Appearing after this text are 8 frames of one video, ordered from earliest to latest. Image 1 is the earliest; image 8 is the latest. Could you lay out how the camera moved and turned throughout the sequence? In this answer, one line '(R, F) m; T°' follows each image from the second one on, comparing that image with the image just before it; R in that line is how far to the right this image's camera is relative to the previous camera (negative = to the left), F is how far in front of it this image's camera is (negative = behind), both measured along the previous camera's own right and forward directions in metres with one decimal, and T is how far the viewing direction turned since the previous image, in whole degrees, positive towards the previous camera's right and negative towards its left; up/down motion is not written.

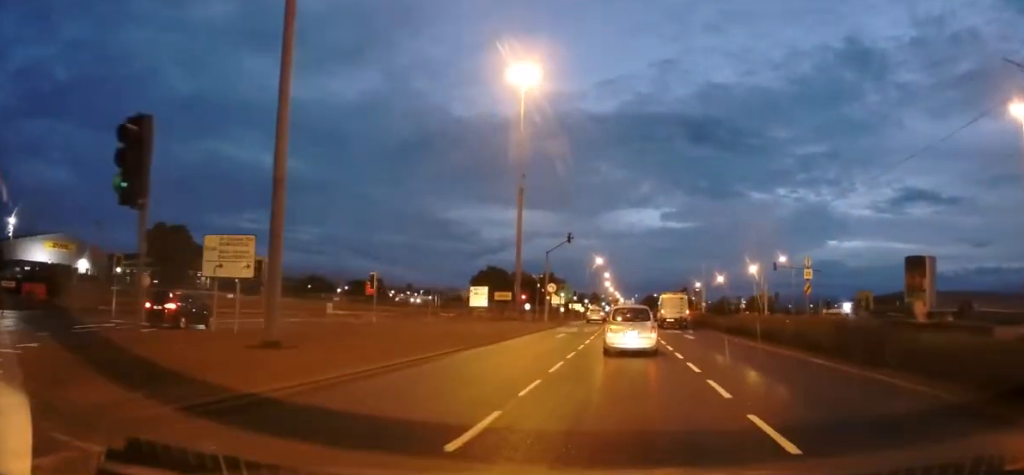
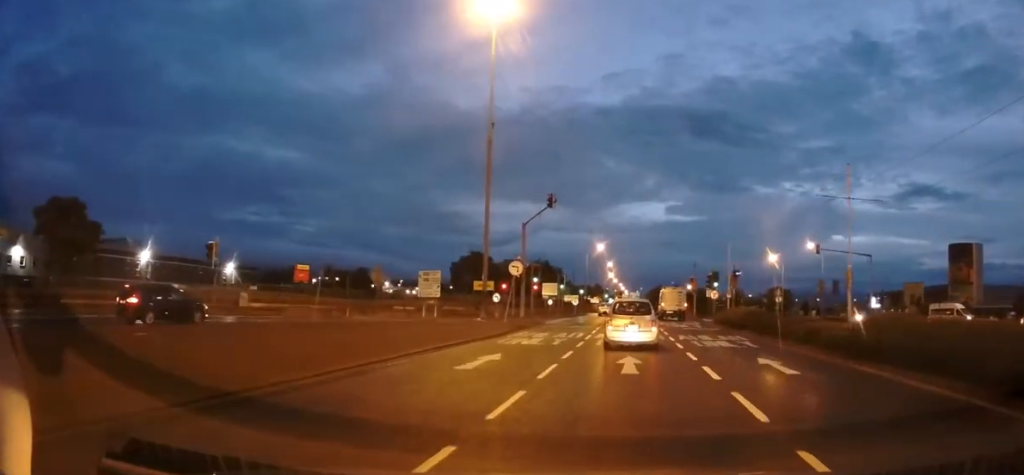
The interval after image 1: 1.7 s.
(-0.6, +17.6) m; -3°
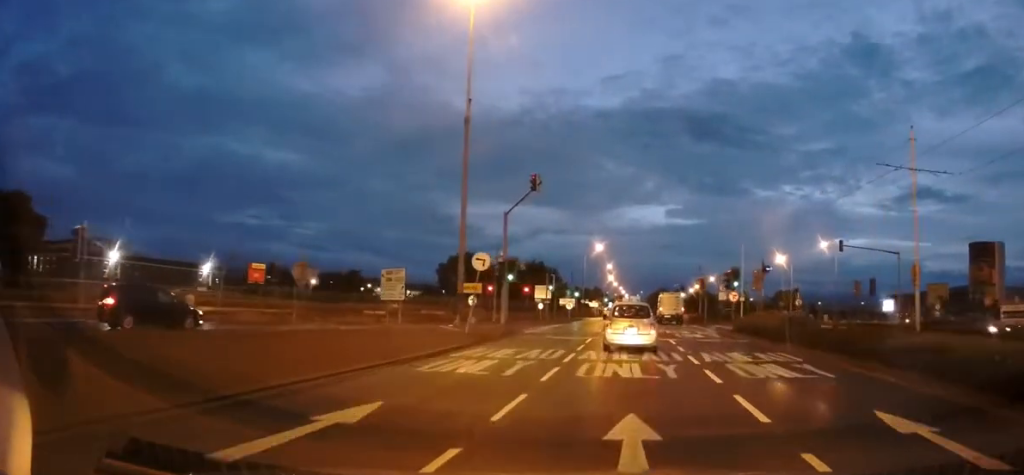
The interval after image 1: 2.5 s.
(0.0, +7.7) m; +1°
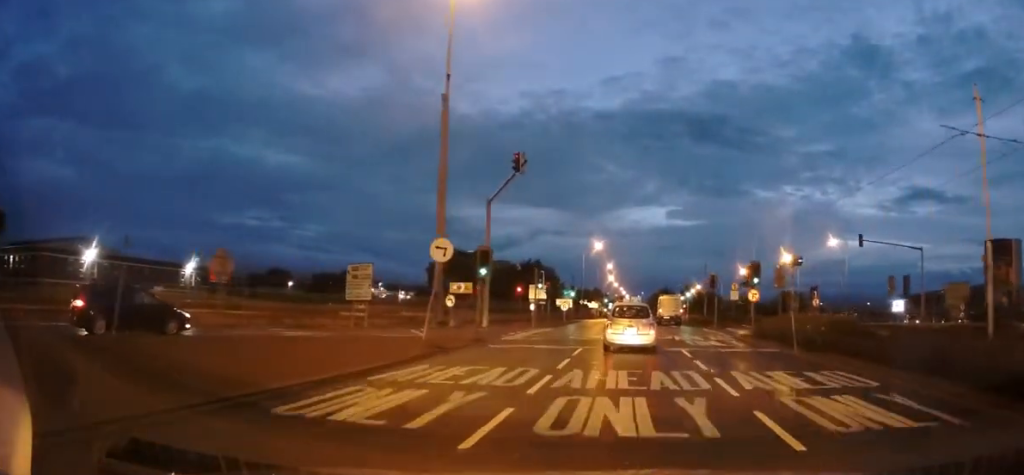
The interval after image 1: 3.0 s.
(+0.1, +5.5) m; 0°
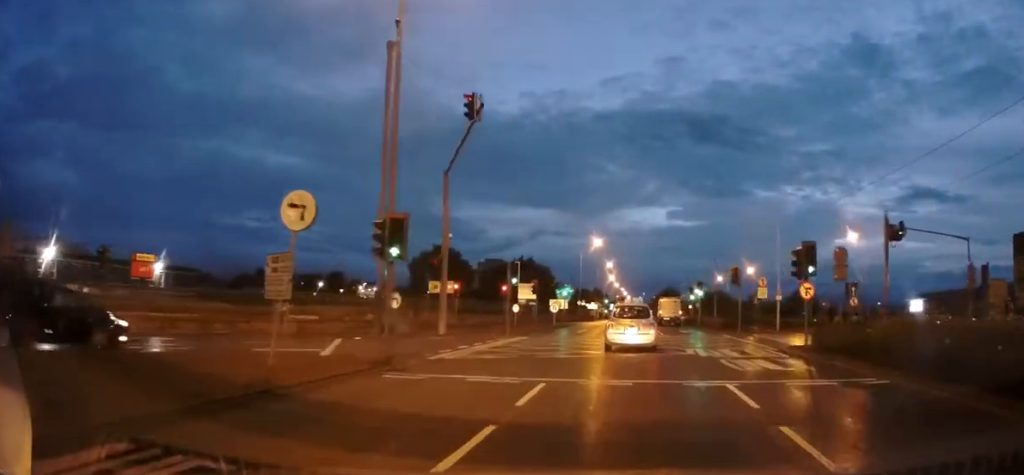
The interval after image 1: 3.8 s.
(0.0, +9.0) m; 0°
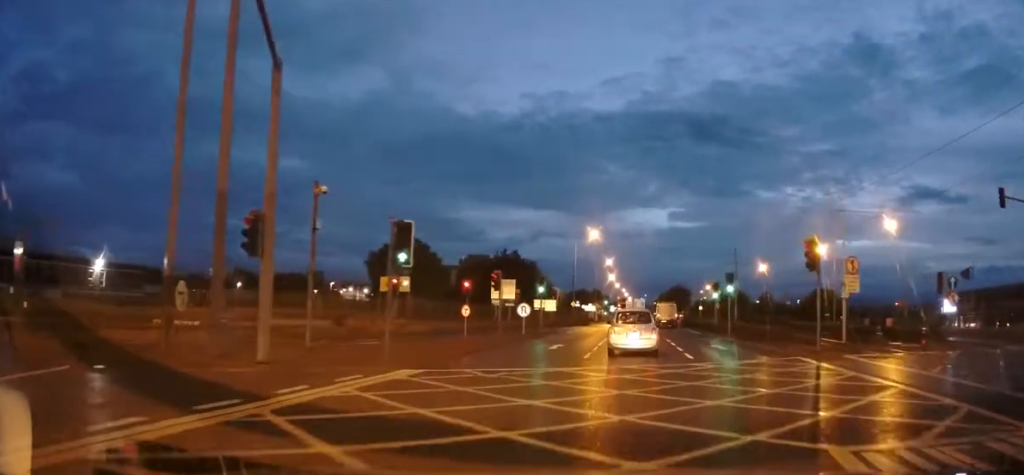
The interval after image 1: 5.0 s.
(+0.1, +14.7) m; +1°
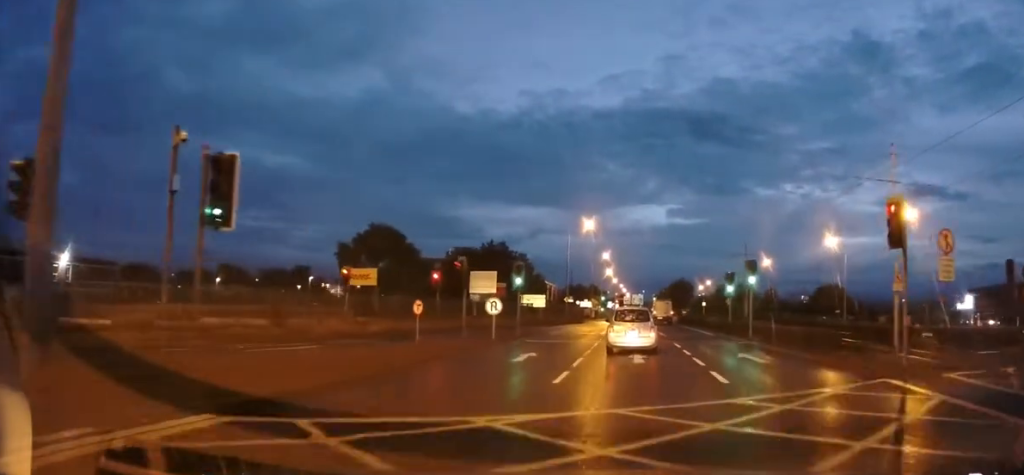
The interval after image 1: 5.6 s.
(+0.1, +6.9) m; 0°
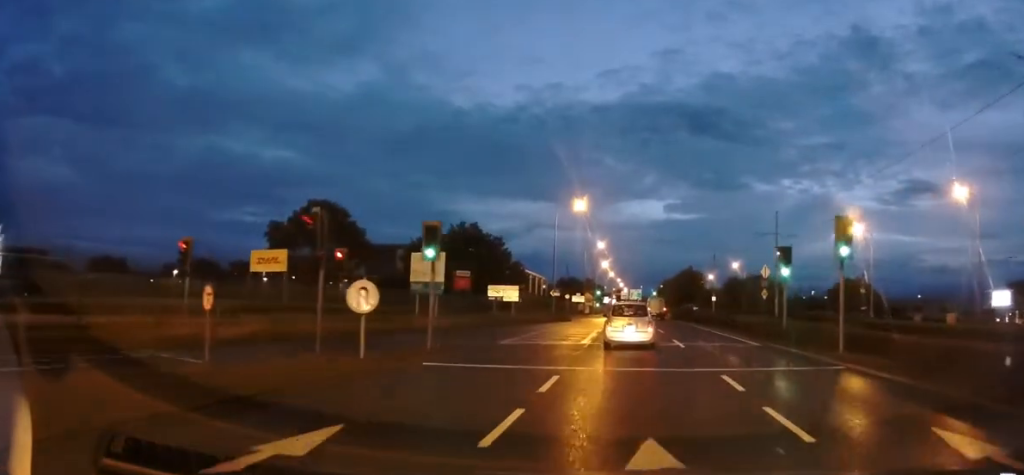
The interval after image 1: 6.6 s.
(-0.2, +13.1) m; -1°
